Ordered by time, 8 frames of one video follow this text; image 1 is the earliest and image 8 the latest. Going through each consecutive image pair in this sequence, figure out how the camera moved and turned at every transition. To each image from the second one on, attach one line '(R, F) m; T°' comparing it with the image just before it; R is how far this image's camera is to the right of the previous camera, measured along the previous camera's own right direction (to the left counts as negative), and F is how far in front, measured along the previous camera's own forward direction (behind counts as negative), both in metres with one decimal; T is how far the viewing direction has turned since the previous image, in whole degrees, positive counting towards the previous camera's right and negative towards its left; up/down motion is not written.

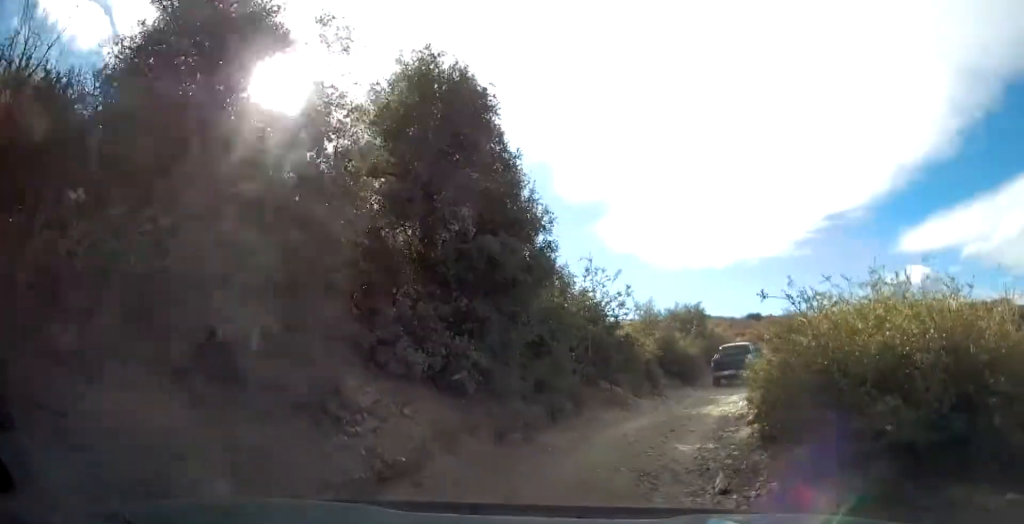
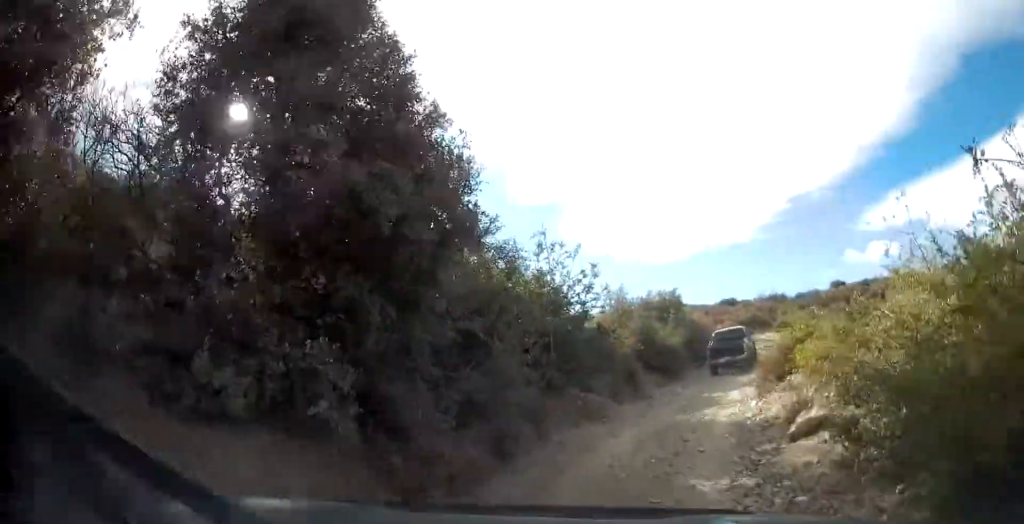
(+0.1, +3.8) m; +2°
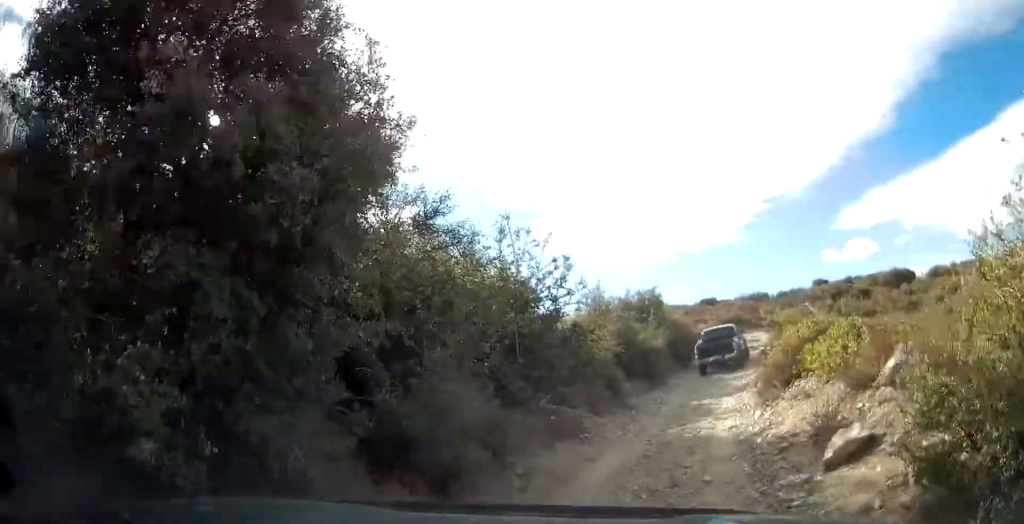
(-0.1, +2.1) m; +1°
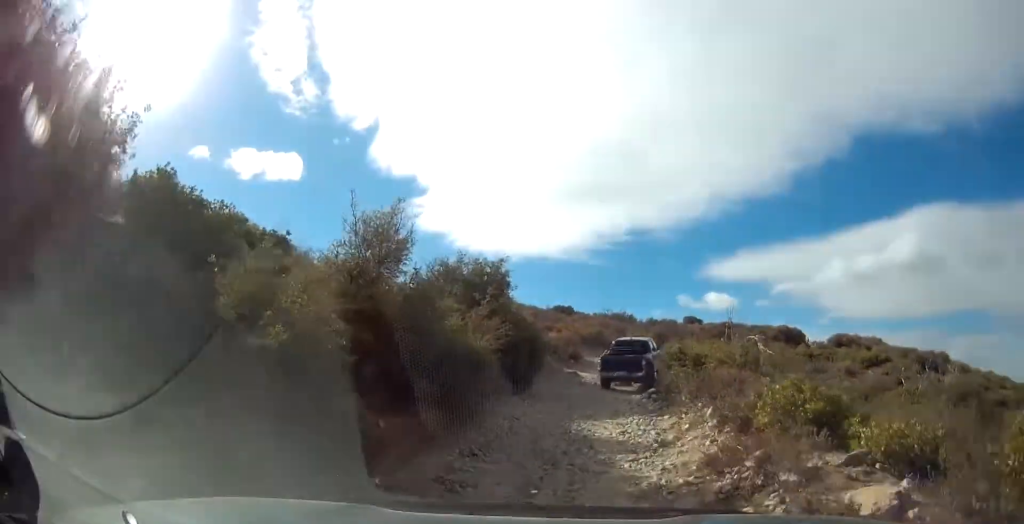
(+1.9, +10.7) m; +15°
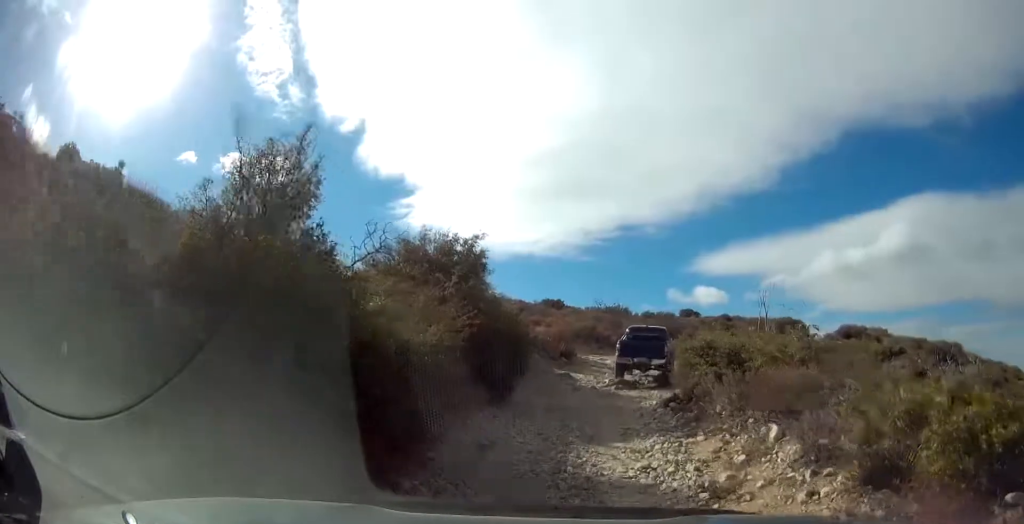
(-0.1, +2.9) m; +2°
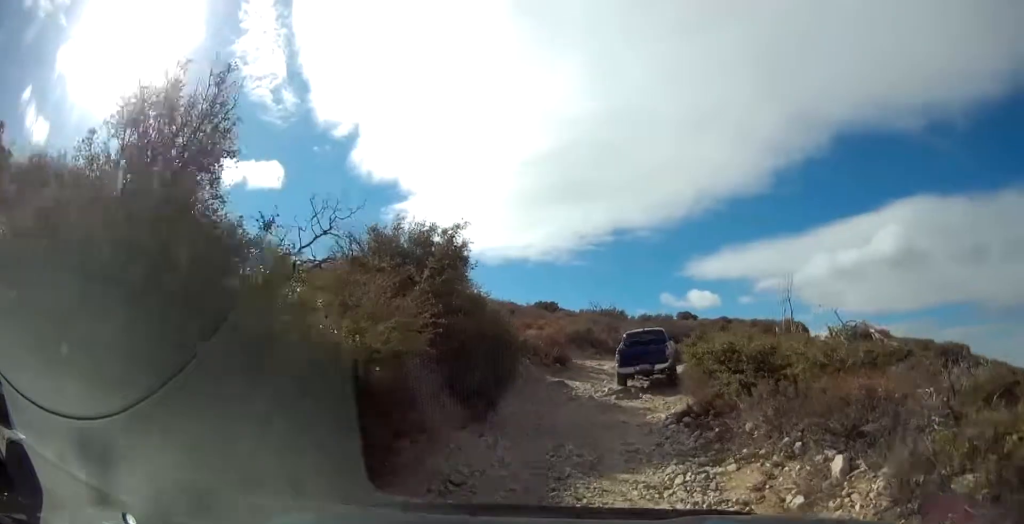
(0.0, +1.8) m; +1°
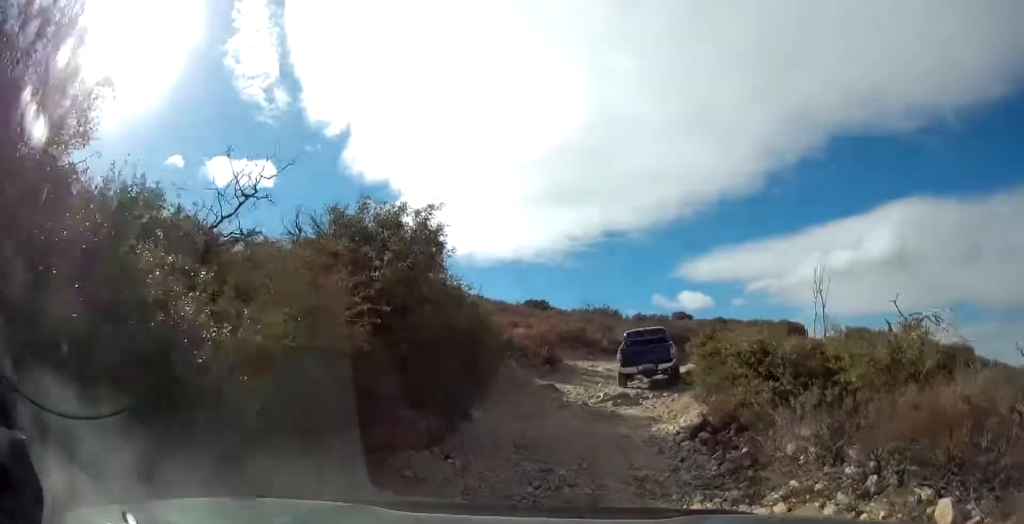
(+0.2, +2.3) m; +1°
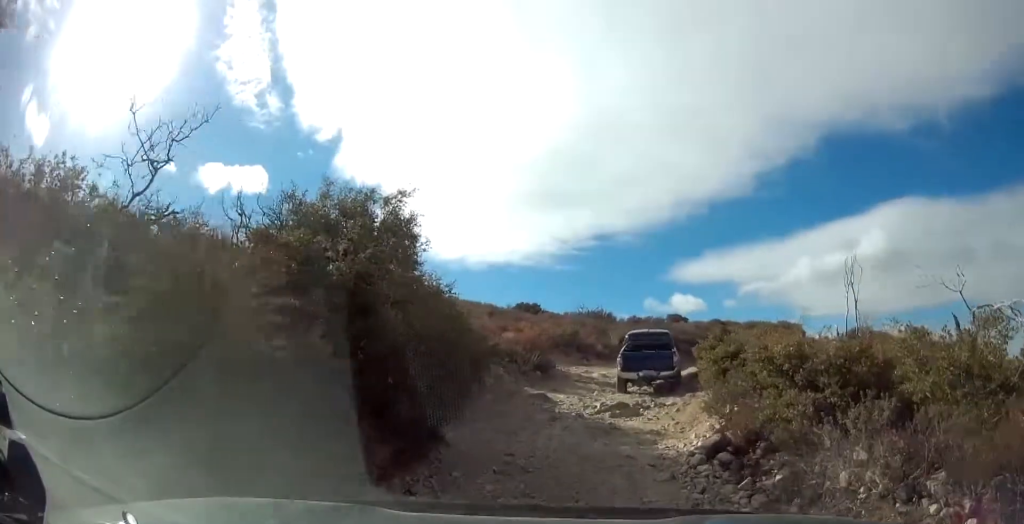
(0.0, +1.8) m; +1°
